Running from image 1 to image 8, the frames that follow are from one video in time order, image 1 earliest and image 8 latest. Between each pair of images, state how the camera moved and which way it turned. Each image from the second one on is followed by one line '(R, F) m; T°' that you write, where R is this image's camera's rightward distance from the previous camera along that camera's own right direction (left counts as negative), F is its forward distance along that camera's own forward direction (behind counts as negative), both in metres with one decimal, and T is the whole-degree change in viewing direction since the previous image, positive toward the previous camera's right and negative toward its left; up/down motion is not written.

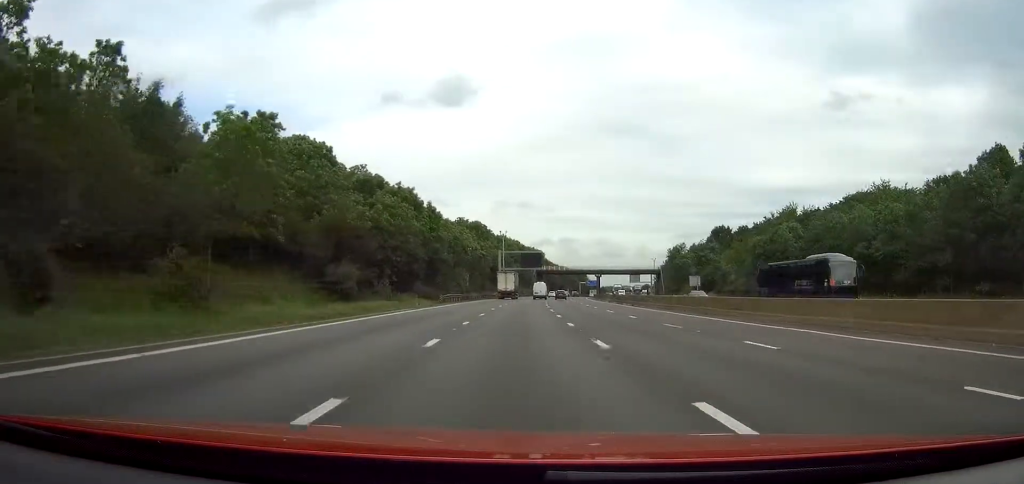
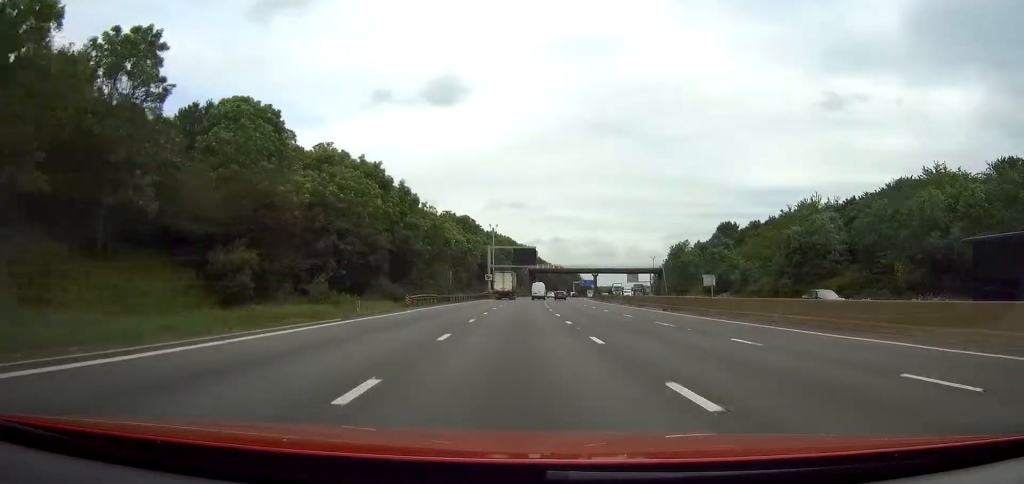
(+0.2, +15.4) m; +1°
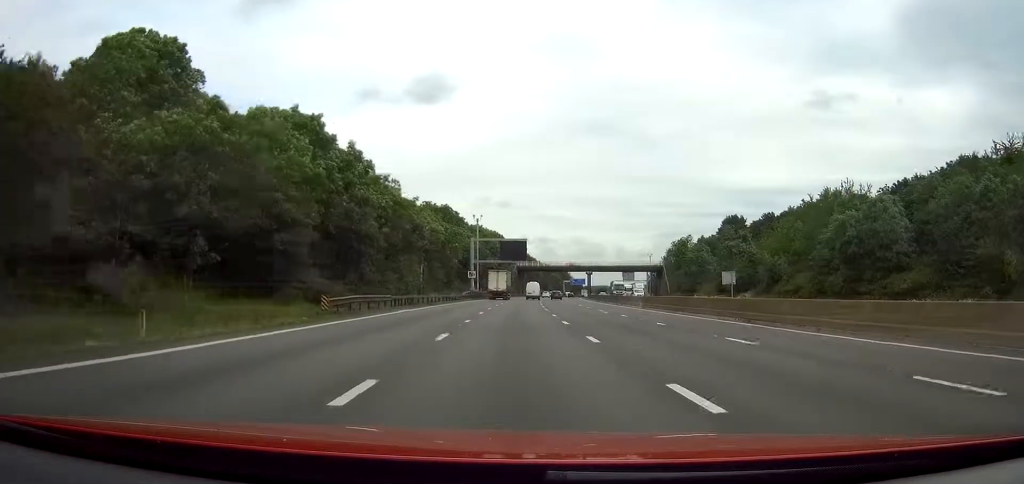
(+0.1, +17.4) m; +1°
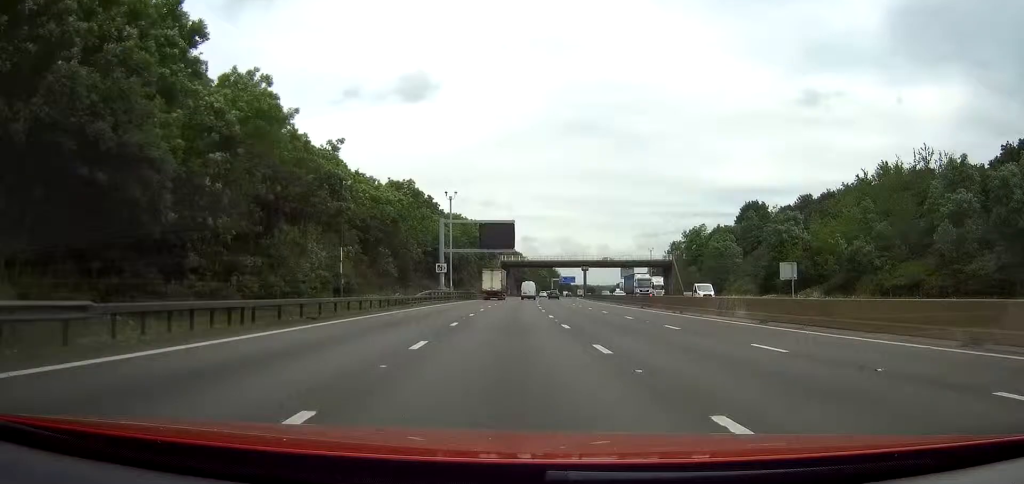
(+0.3, +28.3) m; +1°
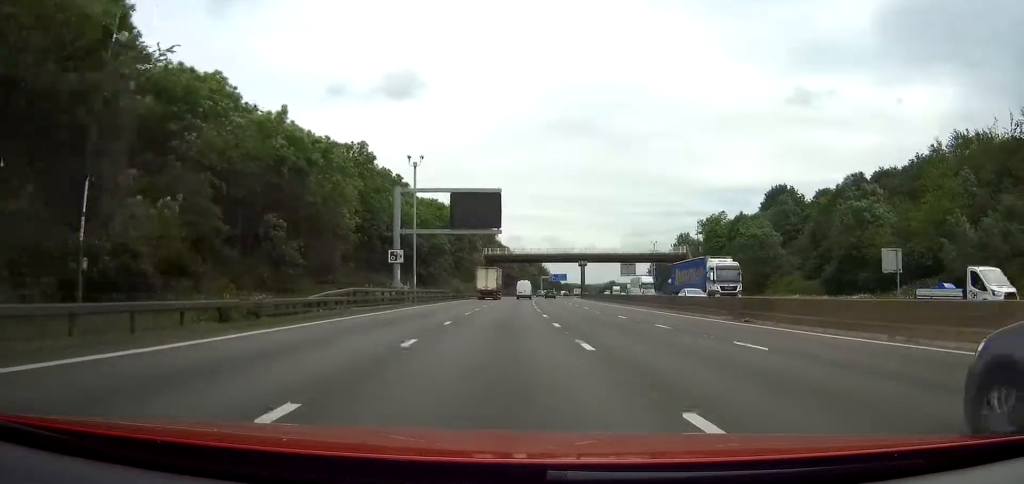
(+0.2, +25.6) m; +1°
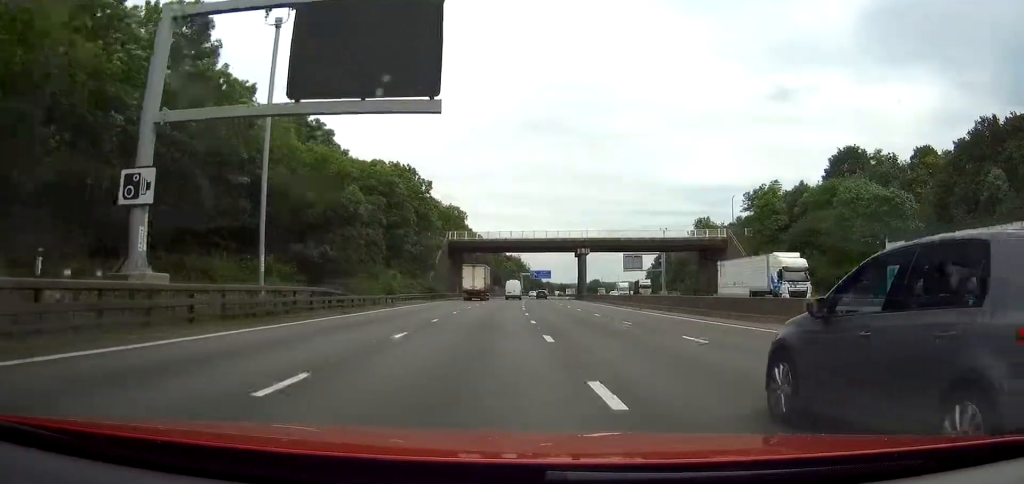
(+0.8, +40.9) m; +2°
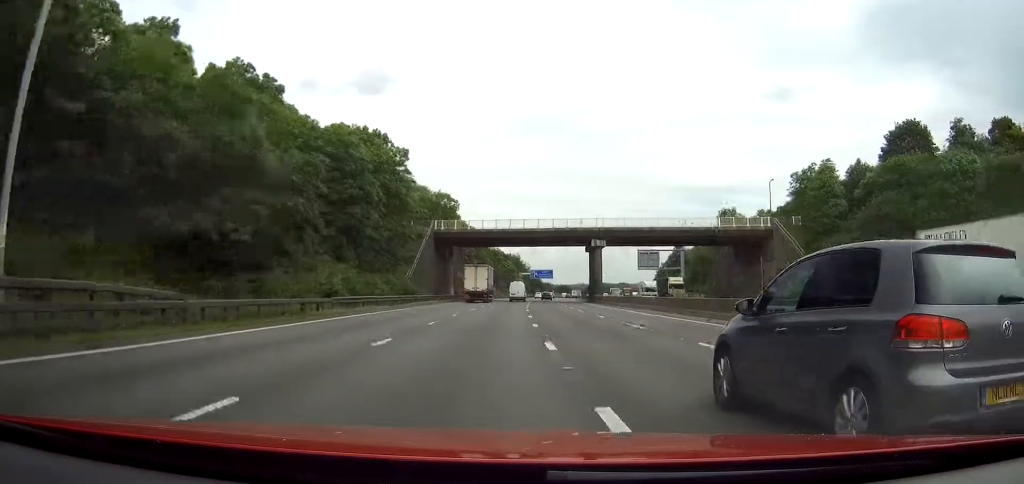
(0.0, +19.1) m; 0°
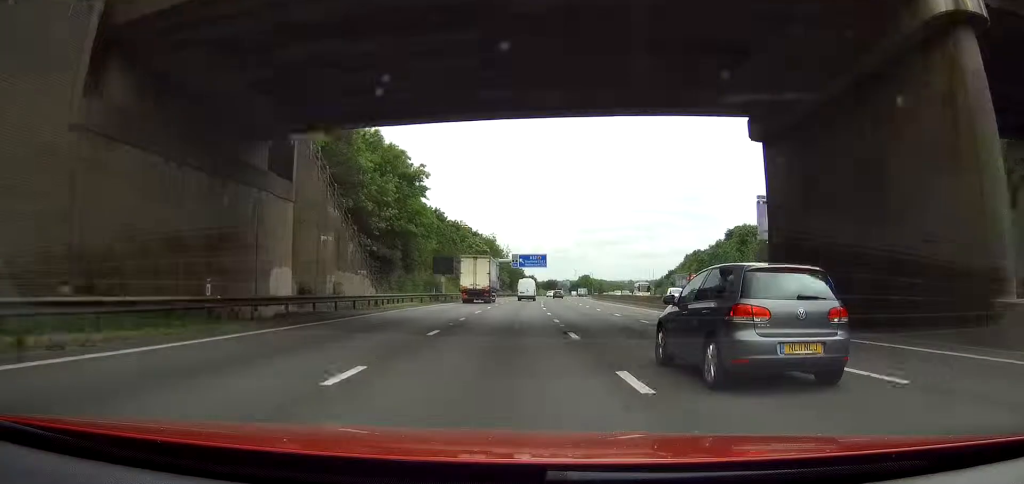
(+1.3, +75.9) m; +2°
